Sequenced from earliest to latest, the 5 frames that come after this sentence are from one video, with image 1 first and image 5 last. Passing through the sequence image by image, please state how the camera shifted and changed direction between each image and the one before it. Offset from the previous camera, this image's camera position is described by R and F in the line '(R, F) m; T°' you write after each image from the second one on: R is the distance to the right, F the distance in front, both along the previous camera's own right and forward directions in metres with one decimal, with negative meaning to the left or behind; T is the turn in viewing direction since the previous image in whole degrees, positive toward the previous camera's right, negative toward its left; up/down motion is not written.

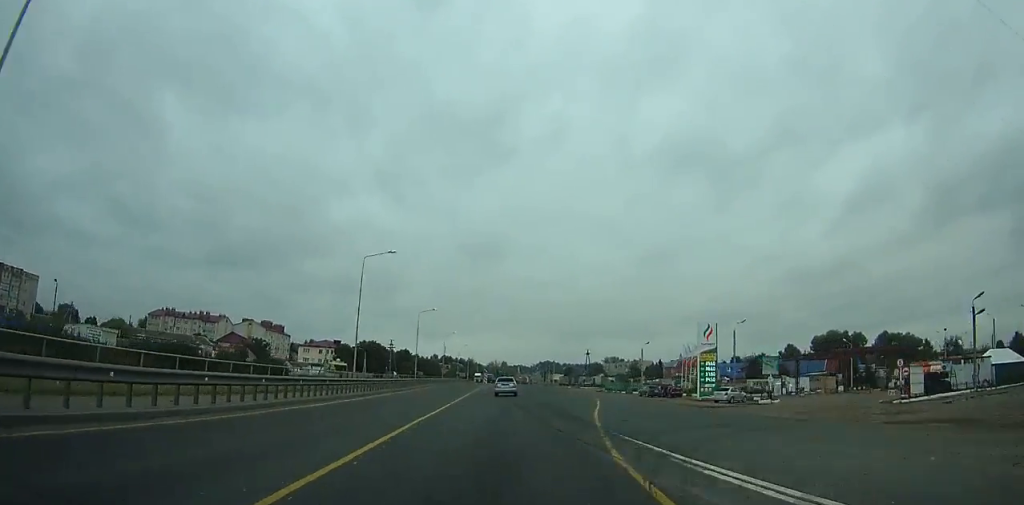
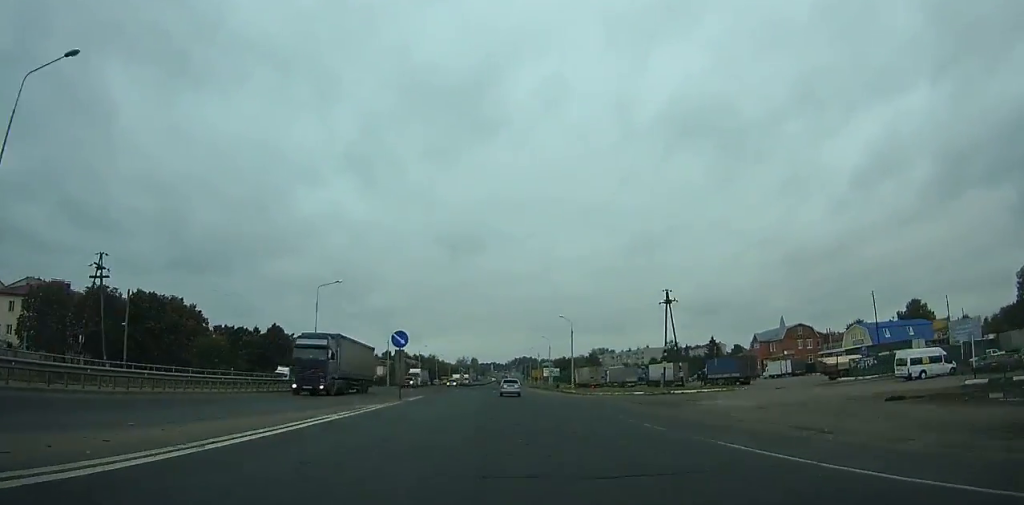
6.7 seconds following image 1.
(+4.5, +116.4) m; +3°
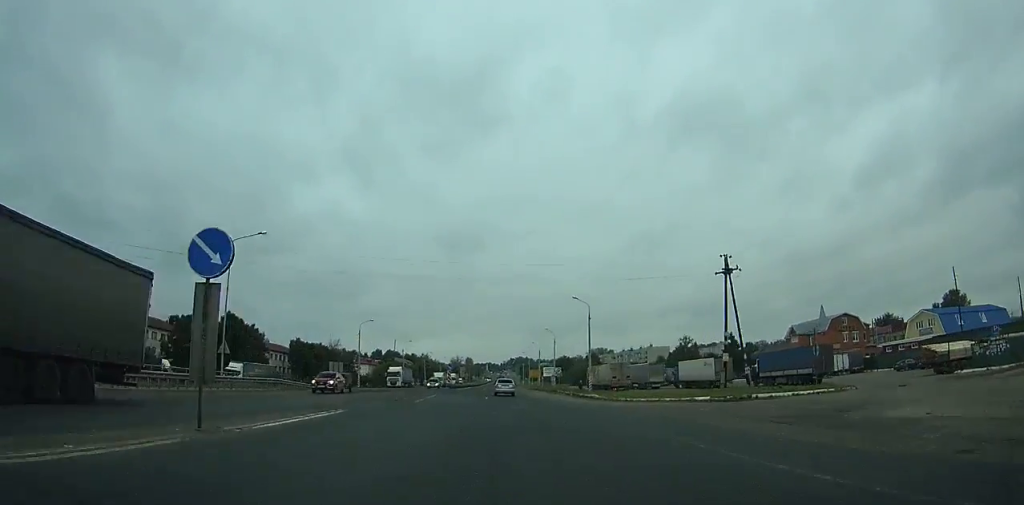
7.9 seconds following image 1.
(0.0, +20.9) m; 0°
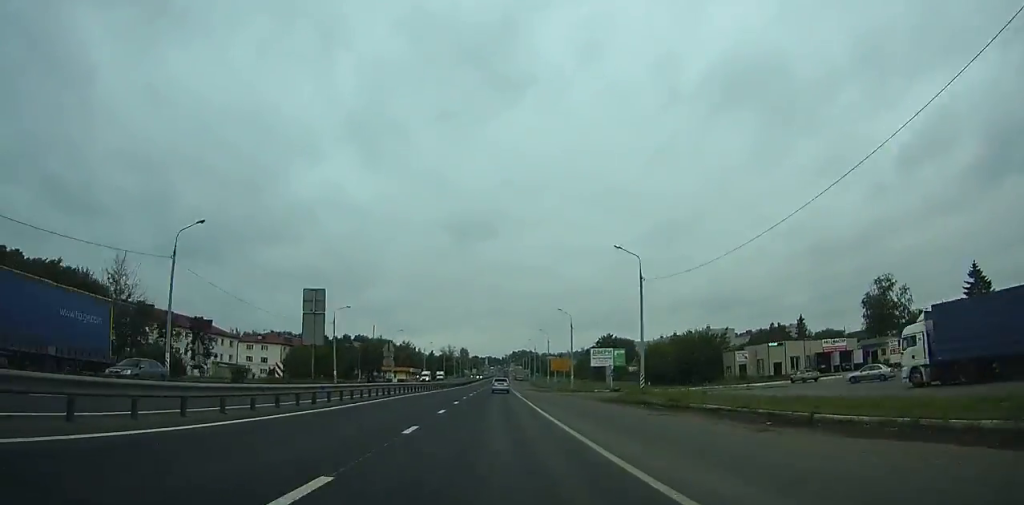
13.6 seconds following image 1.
(+0.4, +100.5) m; 0°
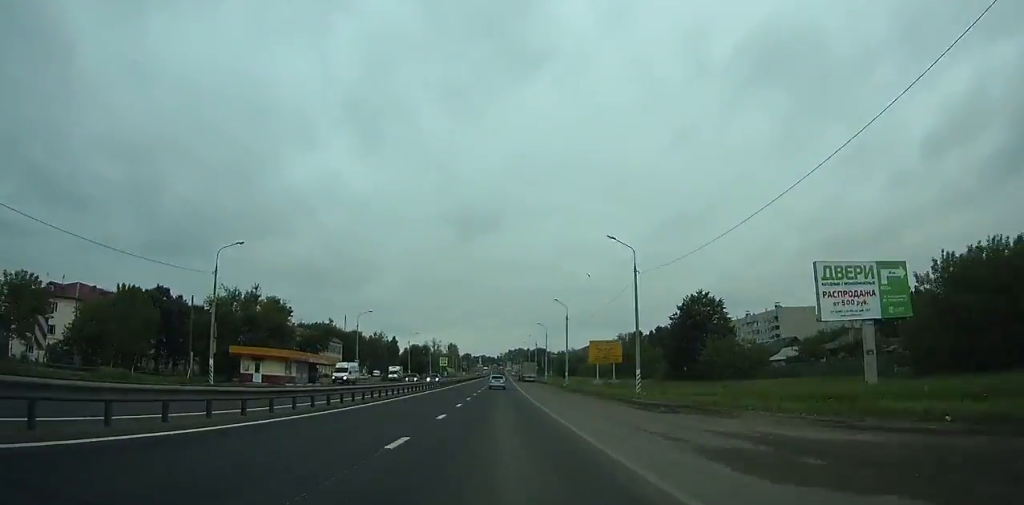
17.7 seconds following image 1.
(0.0, +72.6) m; 0°
